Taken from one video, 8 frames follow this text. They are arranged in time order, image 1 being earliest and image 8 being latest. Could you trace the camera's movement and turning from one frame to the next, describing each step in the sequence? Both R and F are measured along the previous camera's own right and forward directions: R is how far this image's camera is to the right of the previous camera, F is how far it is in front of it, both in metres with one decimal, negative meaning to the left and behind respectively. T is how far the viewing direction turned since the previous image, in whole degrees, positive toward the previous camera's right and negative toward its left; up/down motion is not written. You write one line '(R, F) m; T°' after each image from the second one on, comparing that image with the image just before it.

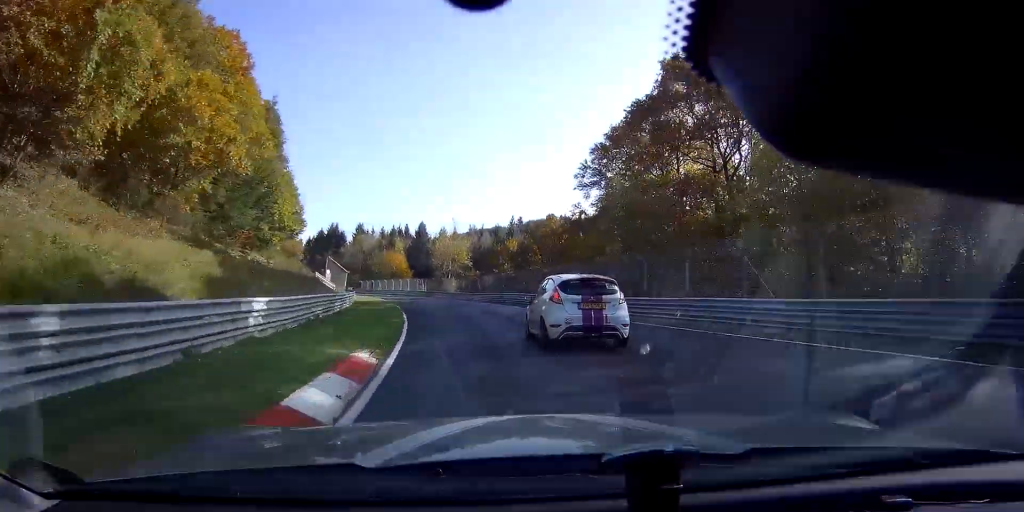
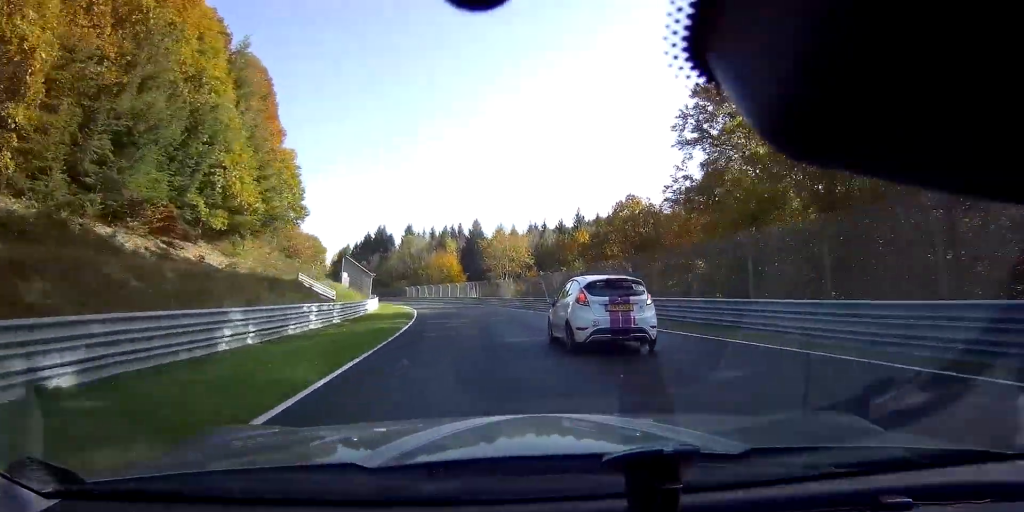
(-0.5, +16.0) m; -6°
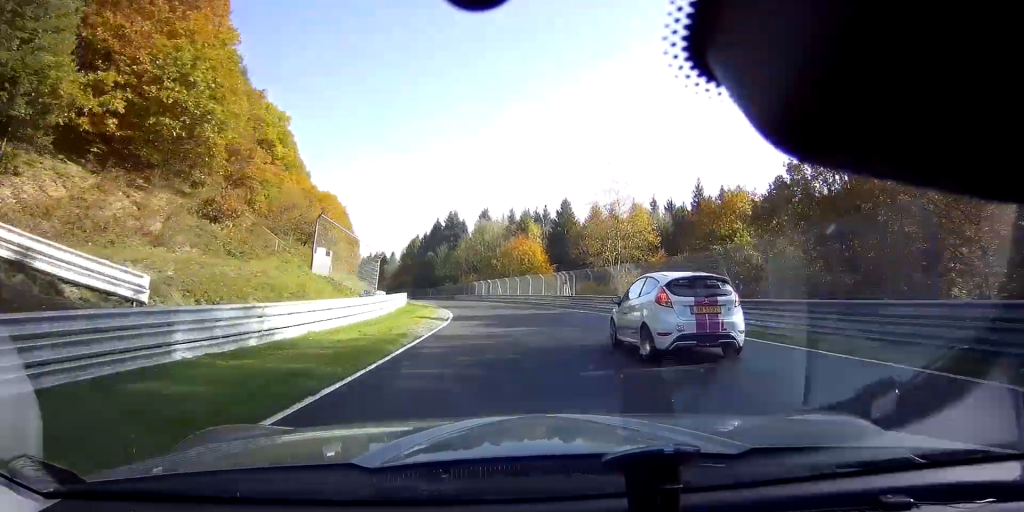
(-2.2, +25.6) m; -10°
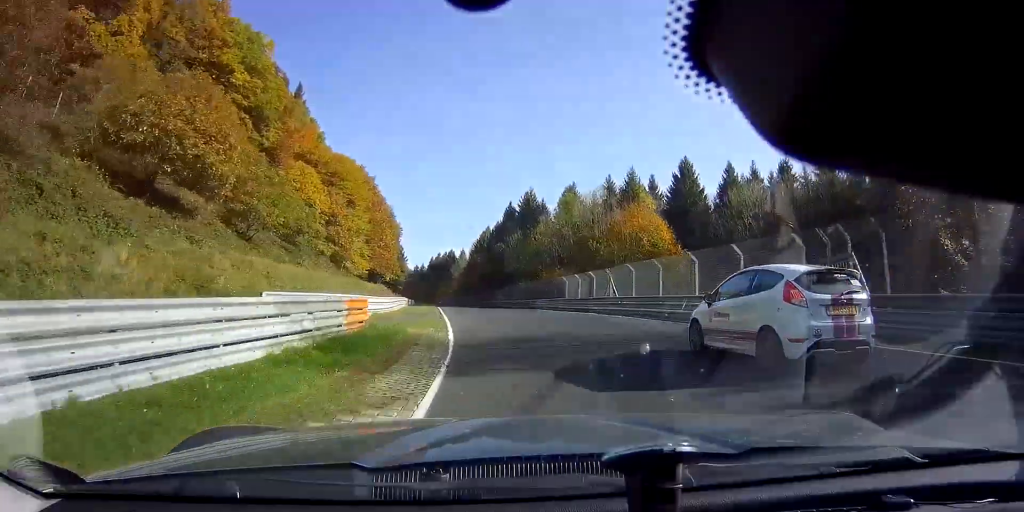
(-3.0, +31.8) m; -8°
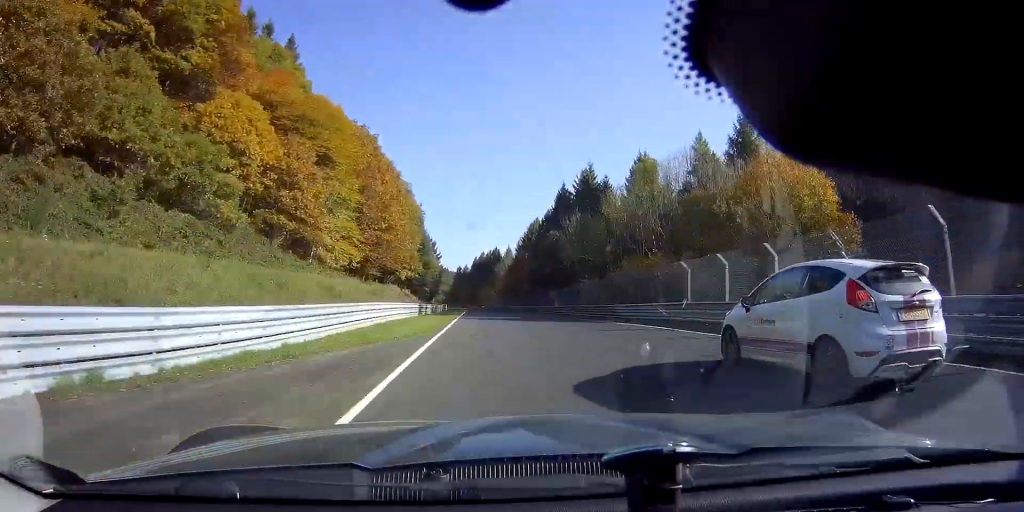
(-0.6, +22.1) m; -4°
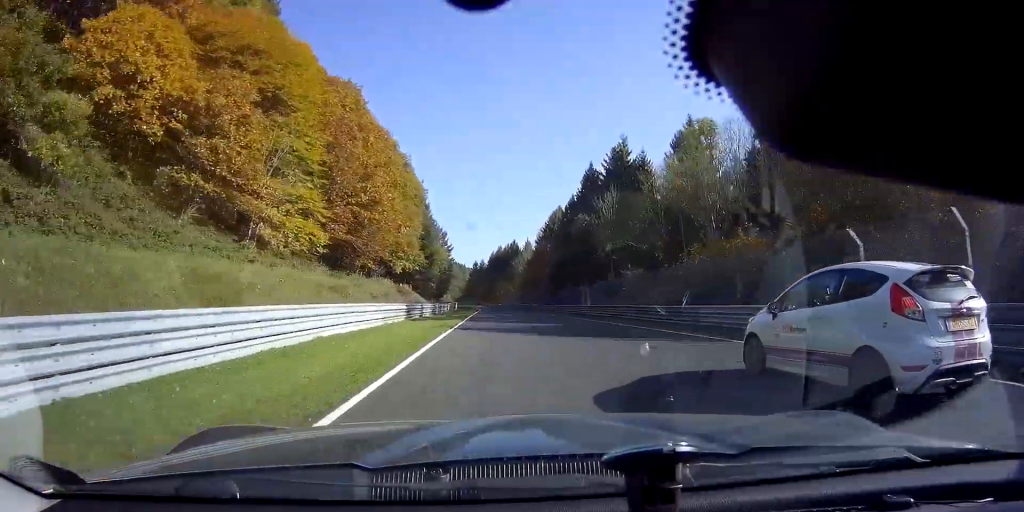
(-0.5, +12.5) m; -1°
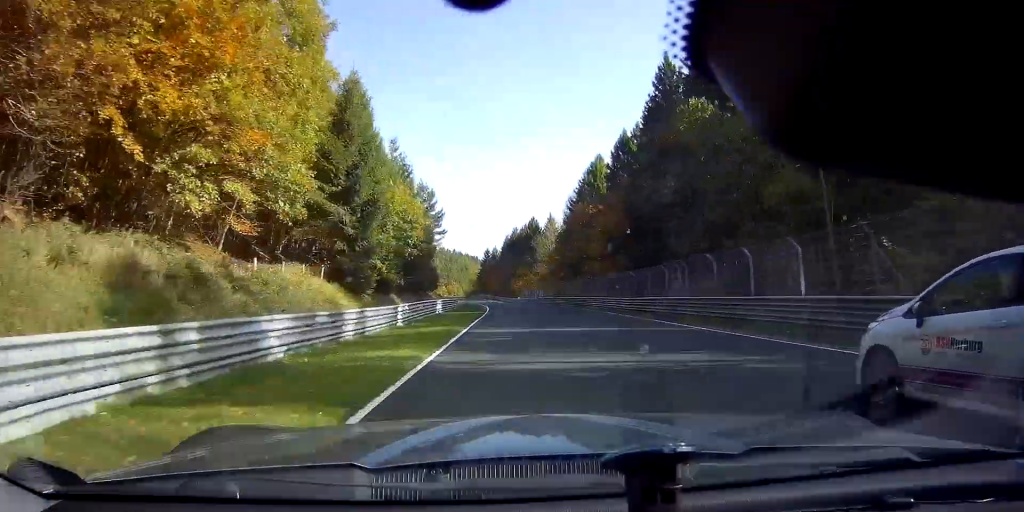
(-1.2, +36.2) m; -2°
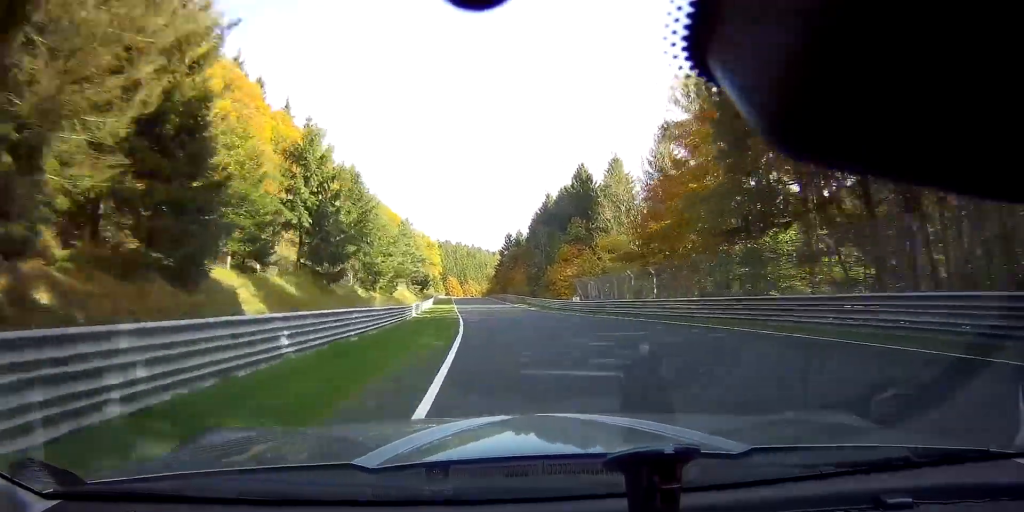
(-1.3, +56.6) m; -4°
